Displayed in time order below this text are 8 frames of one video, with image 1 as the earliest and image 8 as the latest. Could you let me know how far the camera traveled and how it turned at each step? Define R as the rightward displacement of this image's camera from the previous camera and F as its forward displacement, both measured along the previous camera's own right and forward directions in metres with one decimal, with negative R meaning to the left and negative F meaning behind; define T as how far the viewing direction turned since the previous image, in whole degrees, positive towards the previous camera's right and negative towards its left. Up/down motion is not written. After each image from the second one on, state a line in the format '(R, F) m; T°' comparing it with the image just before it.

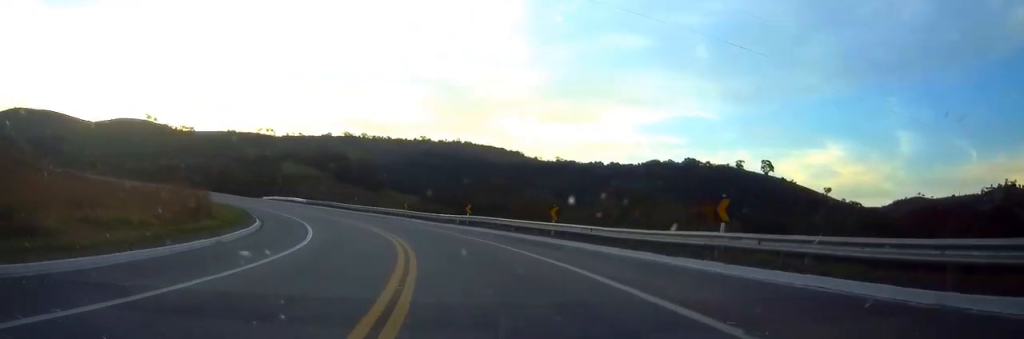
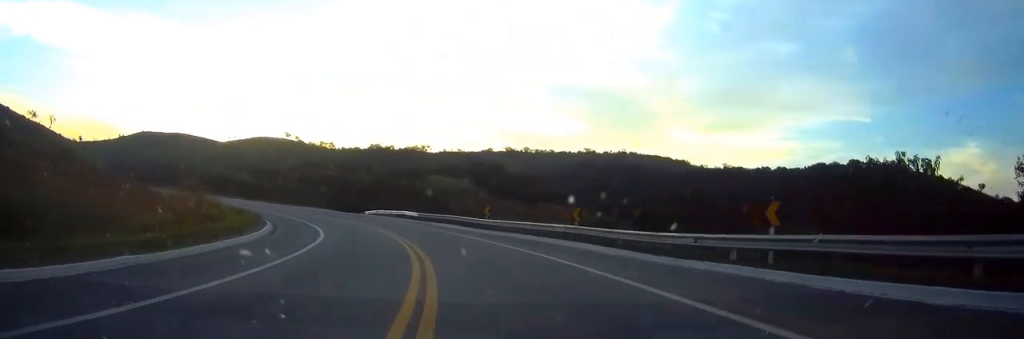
(-3.5, +30.3) m; -13°
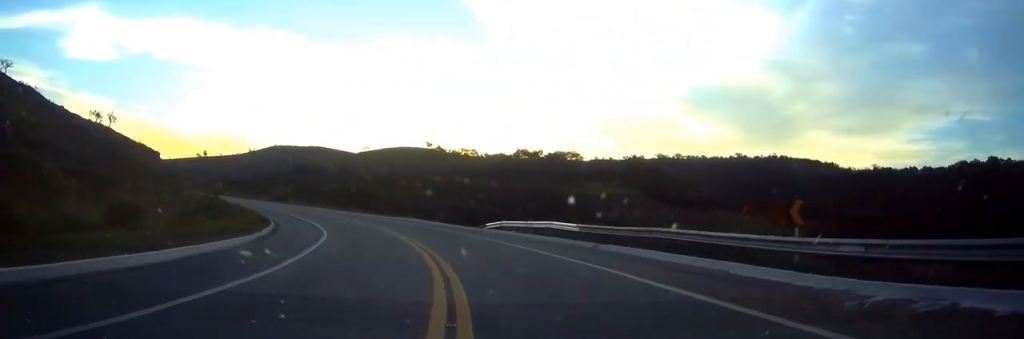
(-3.0, +29.3) m; -12°
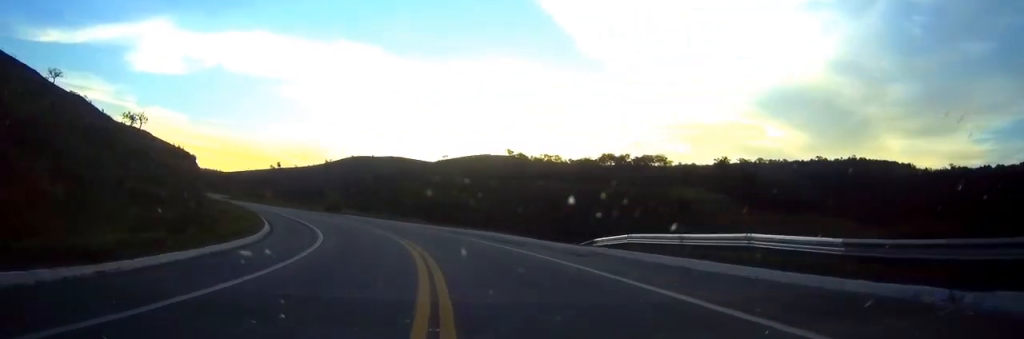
(-1.1, +17.0) m; -7°
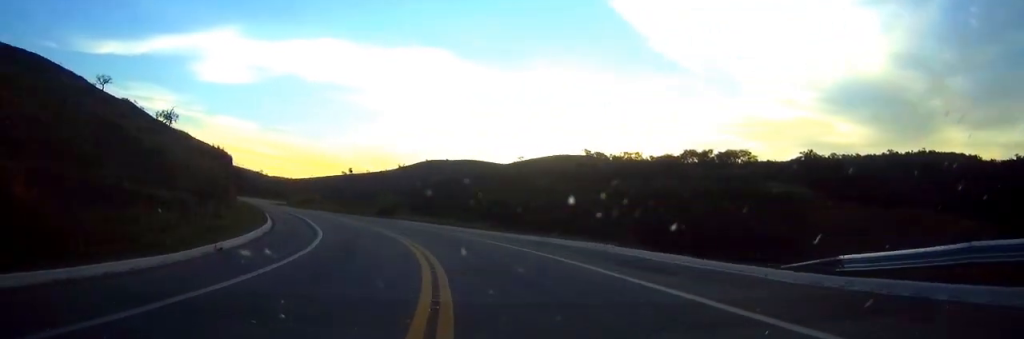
(-1.1, +14.7) m; -6°
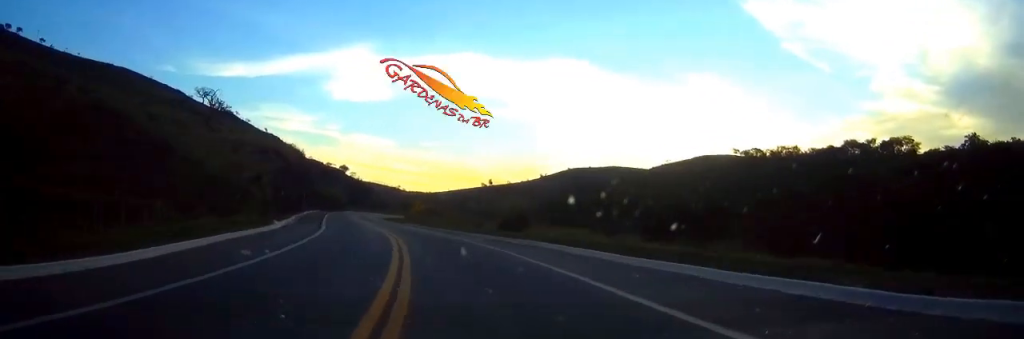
(-3.0, +30.6) m; -11°
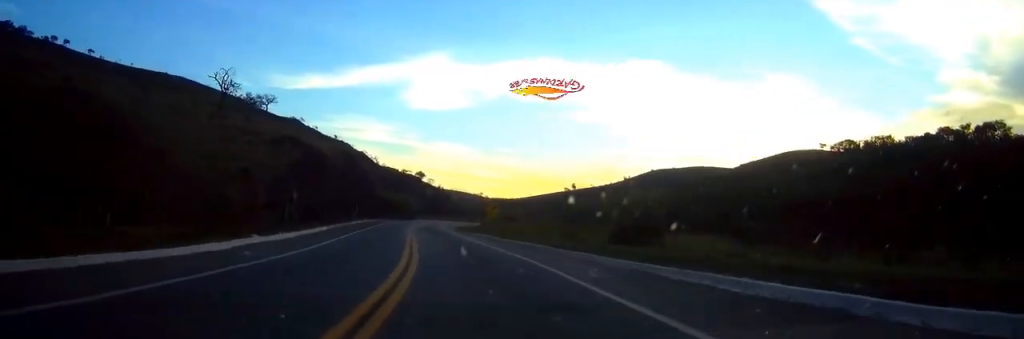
(-1.2, +18.5) m; -5°
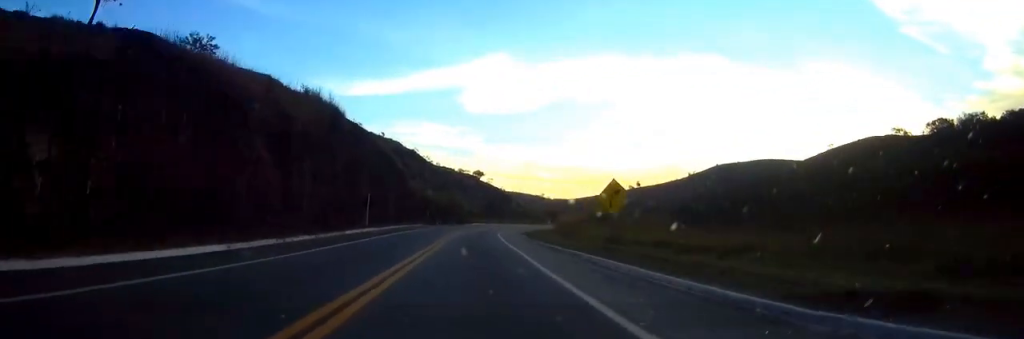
(-2.0, +32.1) m; -5°
